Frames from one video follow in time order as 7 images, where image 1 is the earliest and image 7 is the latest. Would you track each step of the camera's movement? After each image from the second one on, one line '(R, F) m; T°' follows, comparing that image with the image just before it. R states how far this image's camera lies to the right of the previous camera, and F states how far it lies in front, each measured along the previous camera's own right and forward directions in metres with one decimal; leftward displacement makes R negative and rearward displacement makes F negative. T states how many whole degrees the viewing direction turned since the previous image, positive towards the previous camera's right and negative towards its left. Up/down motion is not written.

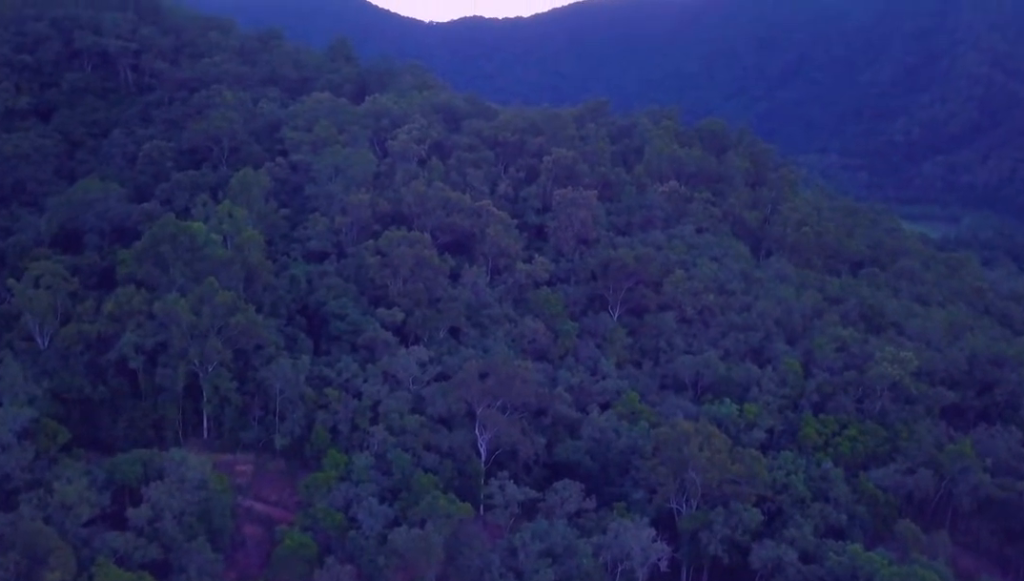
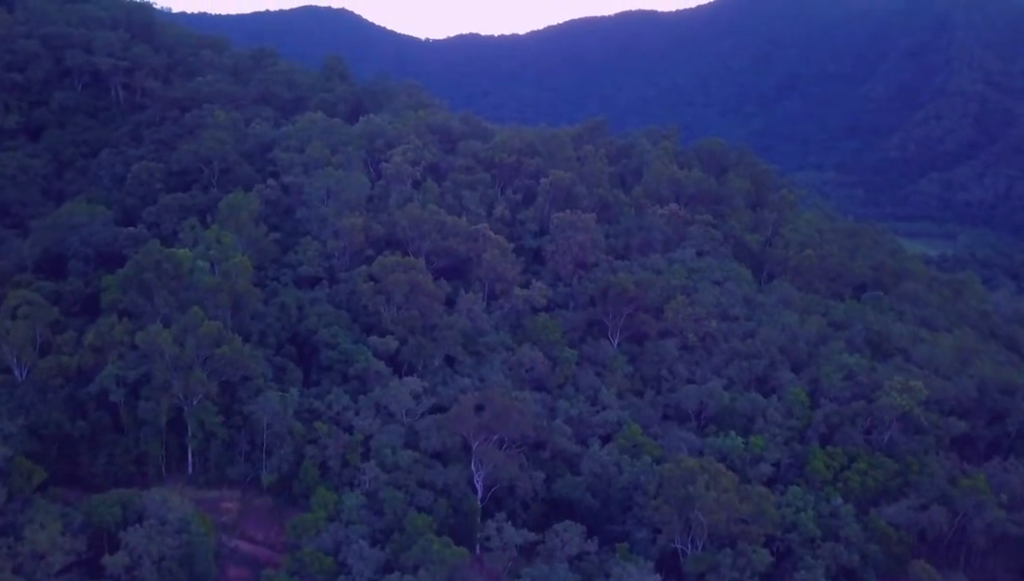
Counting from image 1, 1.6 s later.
(0.0, +9.6) m; 0°
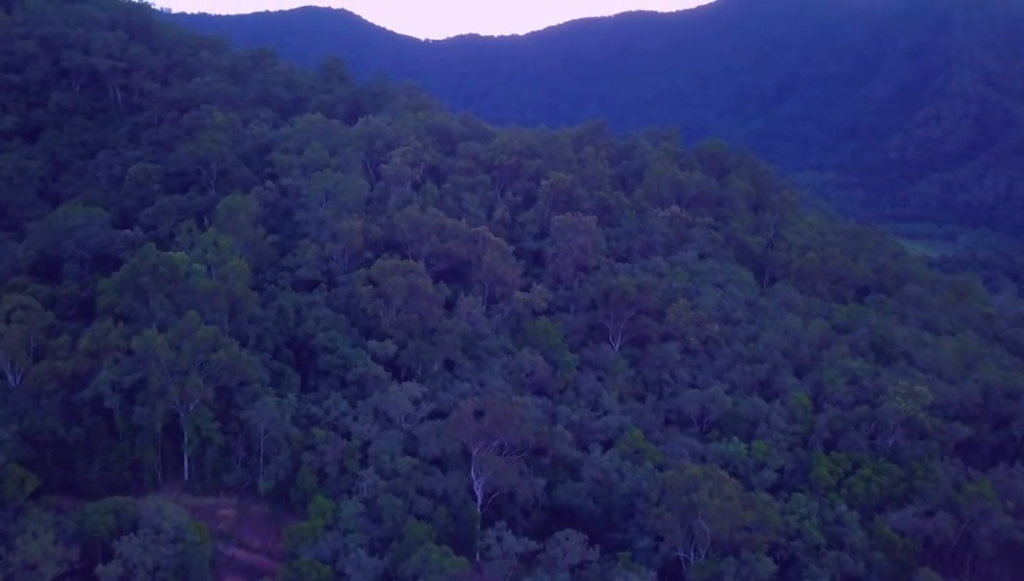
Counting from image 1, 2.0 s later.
(0.0, +3.1) m; 0°
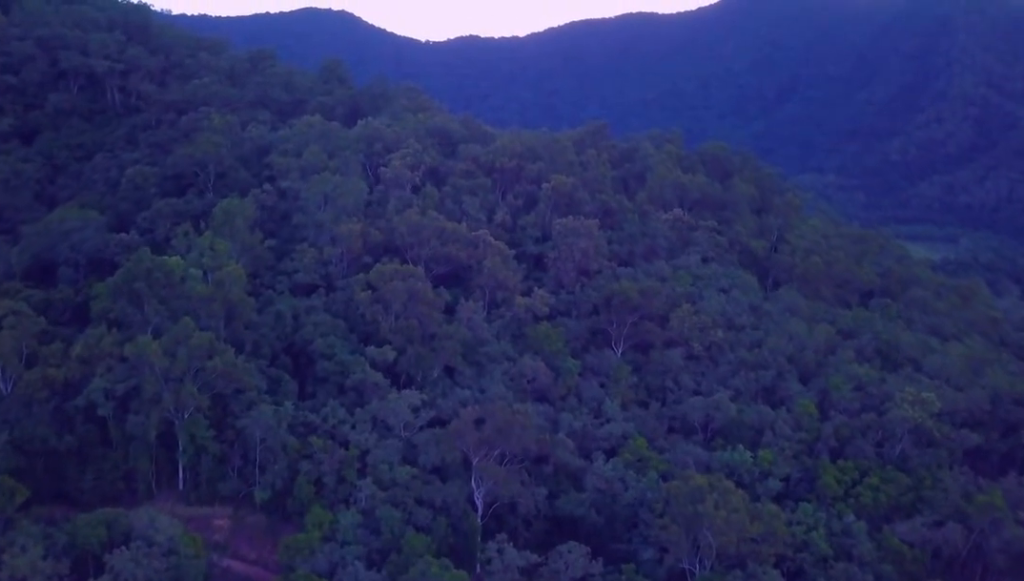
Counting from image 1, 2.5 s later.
(0.0, +3.9) m; 0°
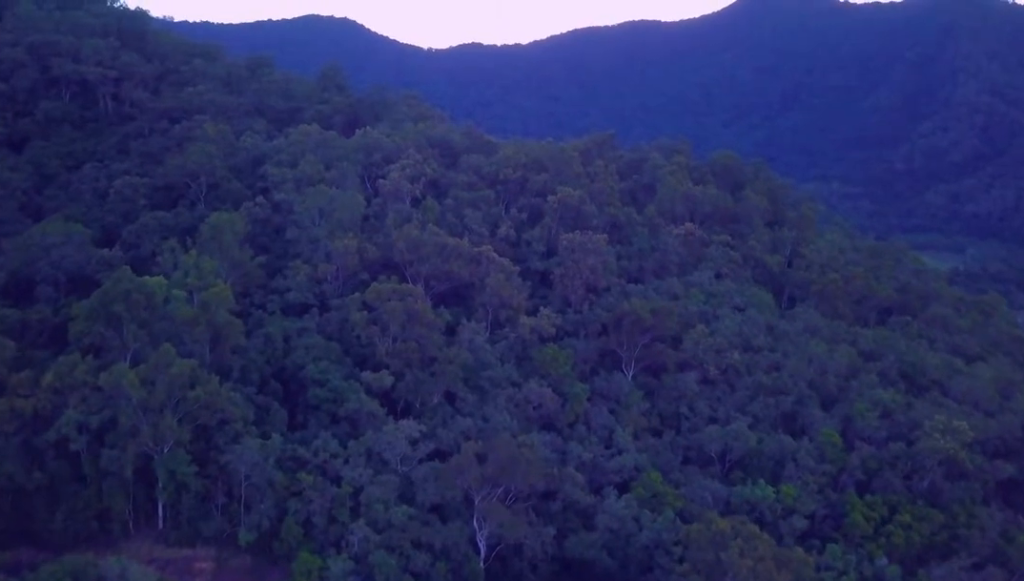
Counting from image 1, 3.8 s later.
(0.0, +12.9) m; 0°
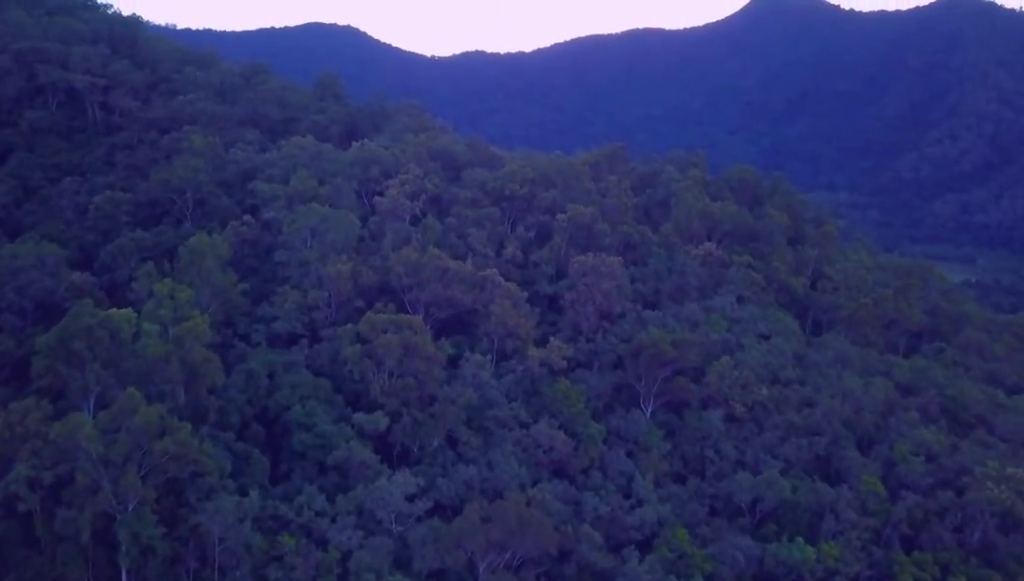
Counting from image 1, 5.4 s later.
(0.0, +17.6) m; 0°
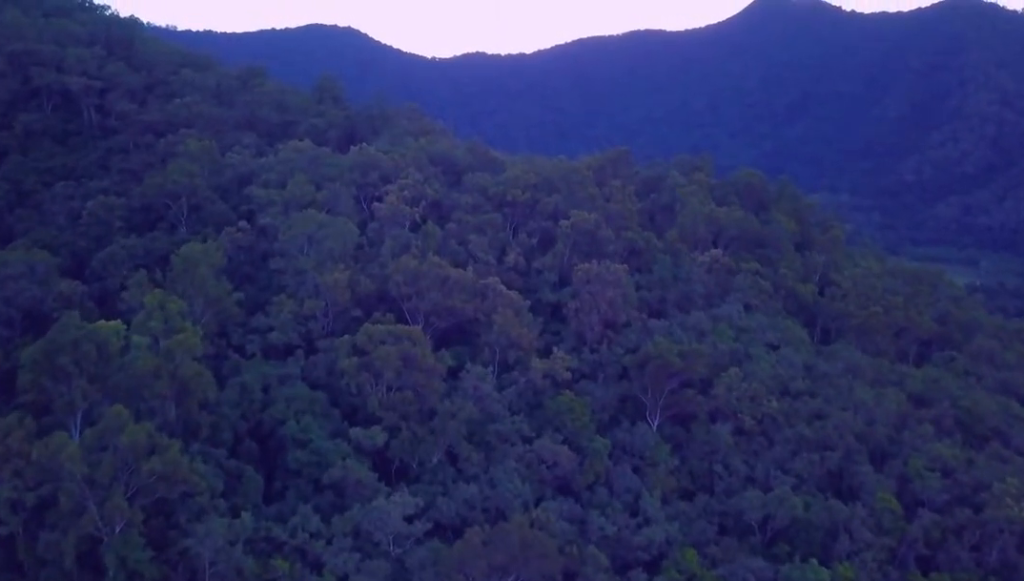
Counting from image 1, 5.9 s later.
(0.0, +5.5) m; 0°
